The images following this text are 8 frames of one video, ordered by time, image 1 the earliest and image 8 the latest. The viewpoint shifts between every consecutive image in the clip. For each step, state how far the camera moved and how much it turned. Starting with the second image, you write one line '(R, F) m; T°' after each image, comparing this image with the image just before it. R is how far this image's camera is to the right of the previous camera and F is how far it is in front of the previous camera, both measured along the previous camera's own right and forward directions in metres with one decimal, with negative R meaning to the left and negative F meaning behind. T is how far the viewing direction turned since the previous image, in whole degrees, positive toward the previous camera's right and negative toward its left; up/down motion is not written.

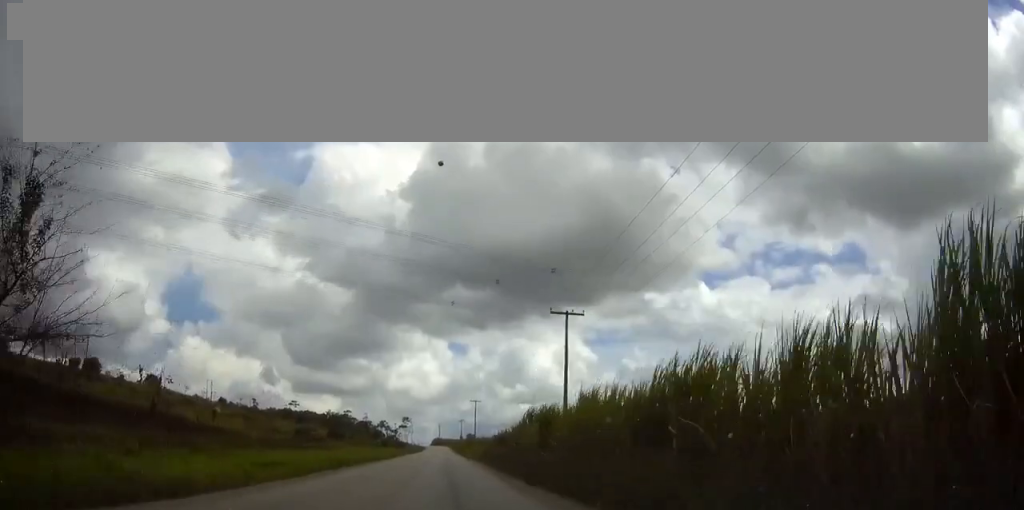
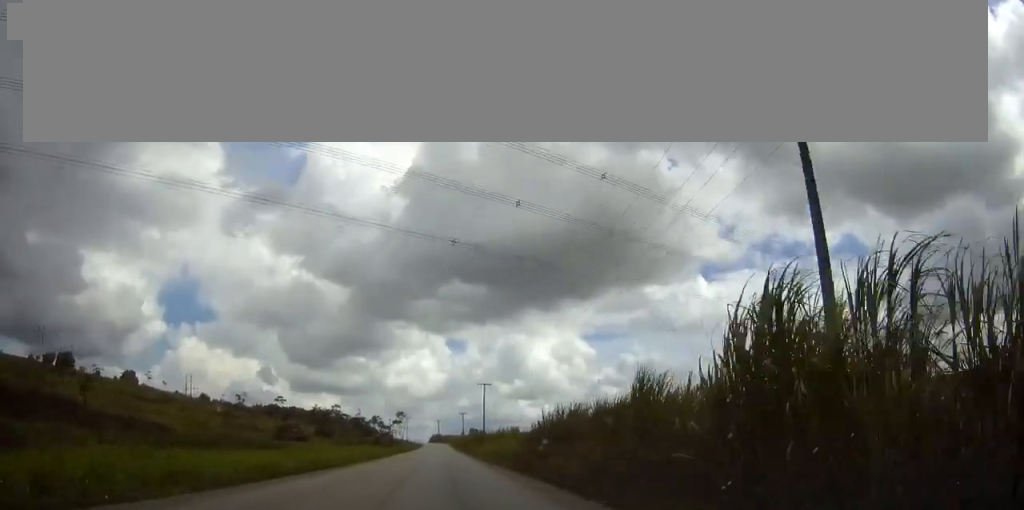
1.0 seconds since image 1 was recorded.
(+0.1, +26.4) m; 0°
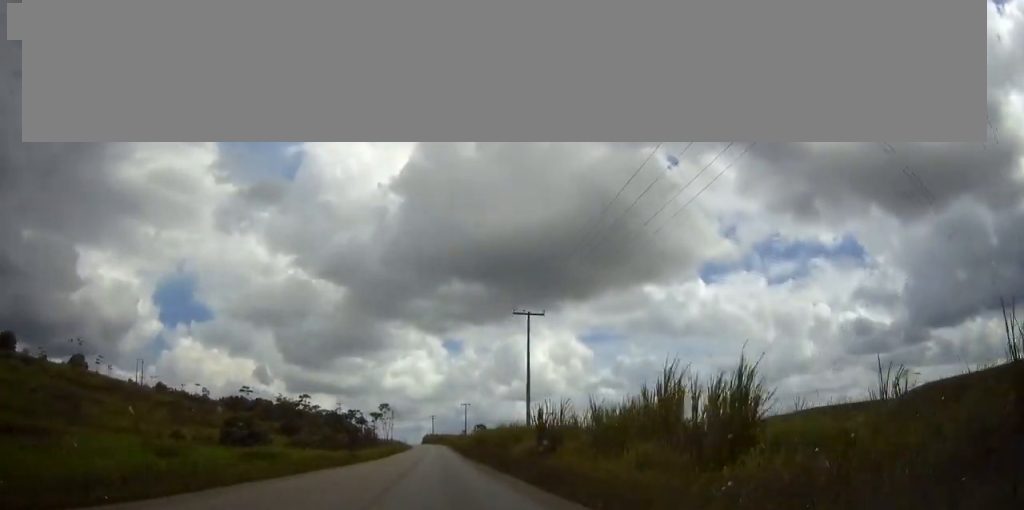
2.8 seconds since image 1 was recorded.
(-0.1, +49.0) m; 0°
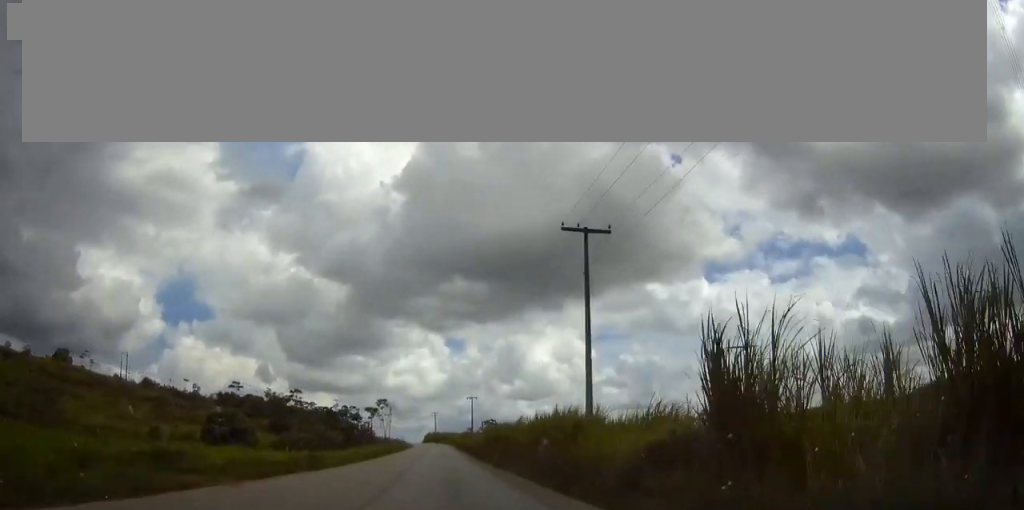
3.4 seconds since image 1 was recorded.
(0.0, +16.2) m; 0°
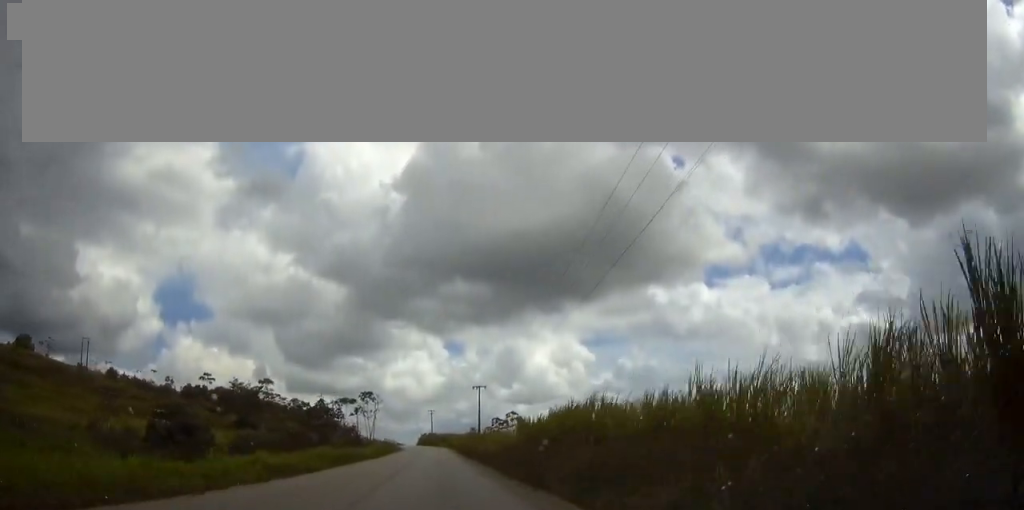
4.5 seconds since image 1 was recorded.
(0.0, +28.9) m; 0°
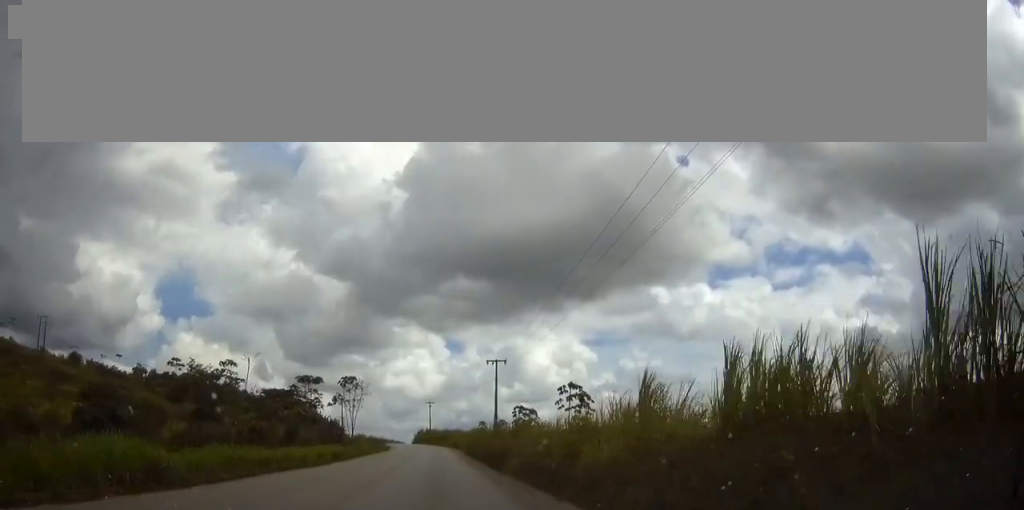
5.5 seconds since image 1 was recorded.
(0.0, +27.9) m; 0°
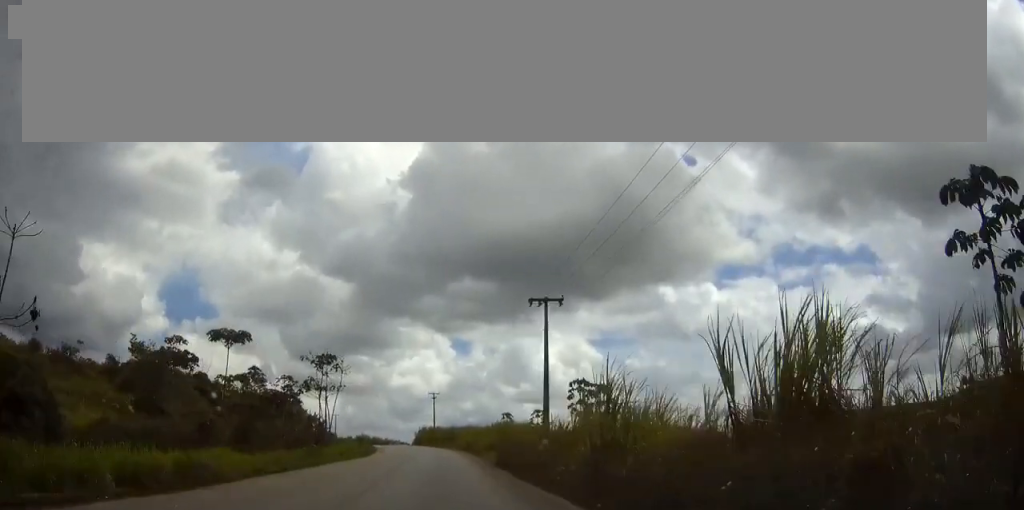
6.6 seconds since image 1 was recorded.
(0.0, +28.4) m; 0°
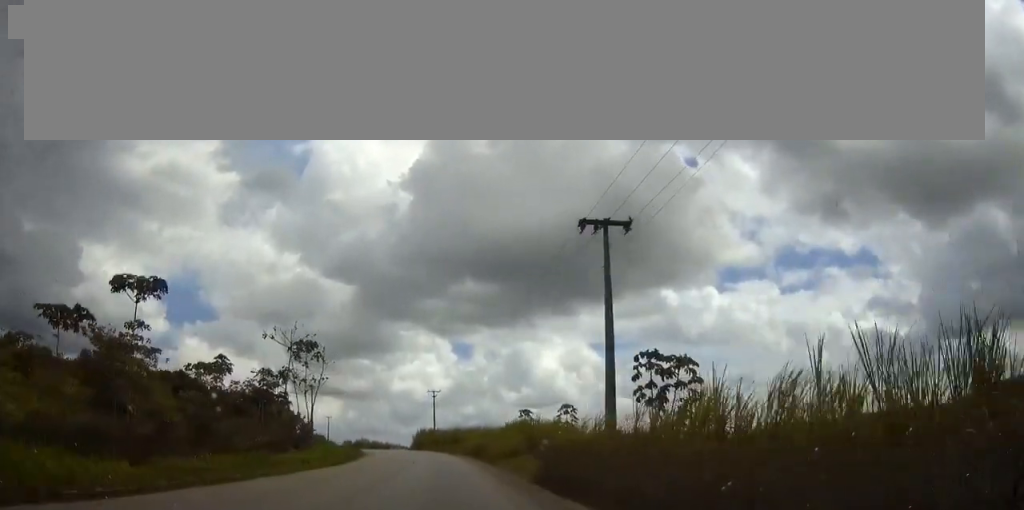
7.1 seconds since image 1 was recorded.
(0.0, +14.0) m; 0°
